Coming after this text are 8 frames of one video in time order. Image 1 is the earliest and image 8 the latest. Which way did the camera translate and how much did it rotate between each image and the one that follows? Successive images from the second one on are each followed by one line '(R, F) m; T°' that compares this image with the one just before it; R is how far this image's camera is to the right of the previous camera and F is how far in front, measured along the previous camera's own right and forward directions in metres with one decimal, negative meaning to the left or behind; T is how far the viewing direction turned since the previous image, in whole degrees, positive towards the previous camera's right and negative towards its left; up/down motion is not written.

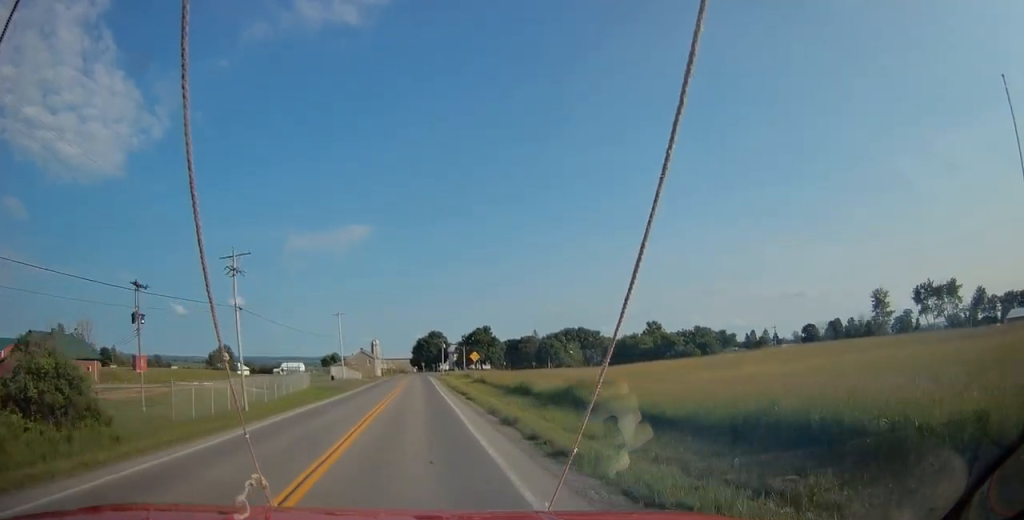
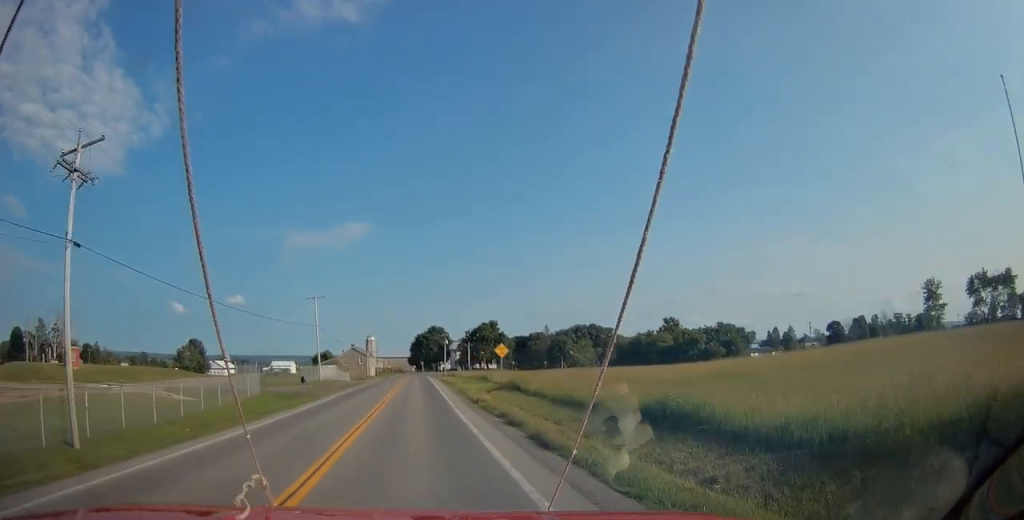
(0.0, +19.8) m; 0°
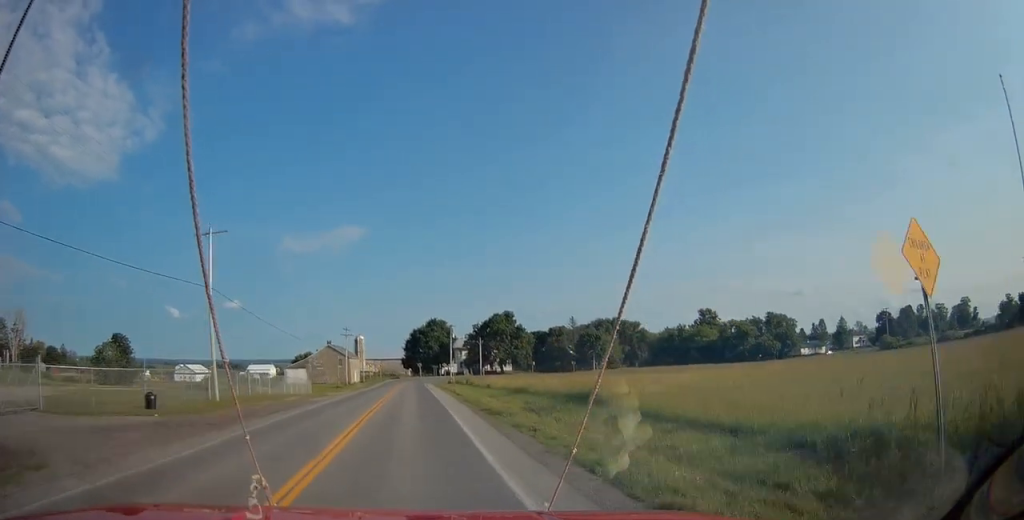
(+0.1, +35.5) m; 0°
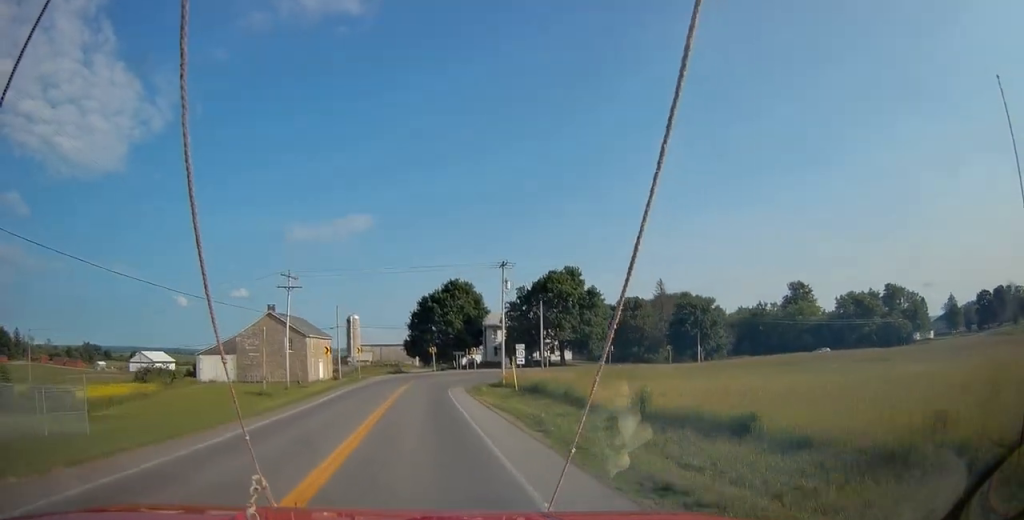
(-0.1, +50.7) m; 0°
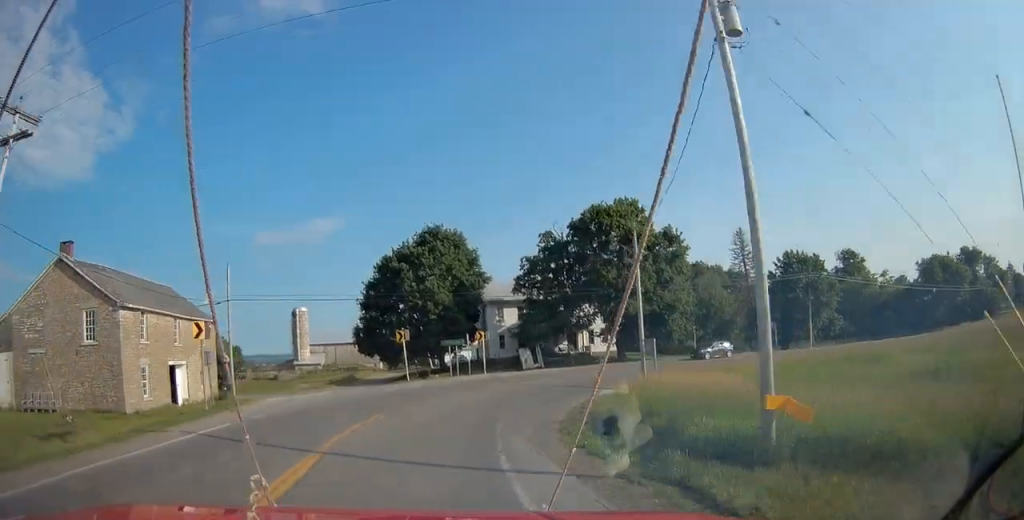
(+0.8, +37.8) m; +7°
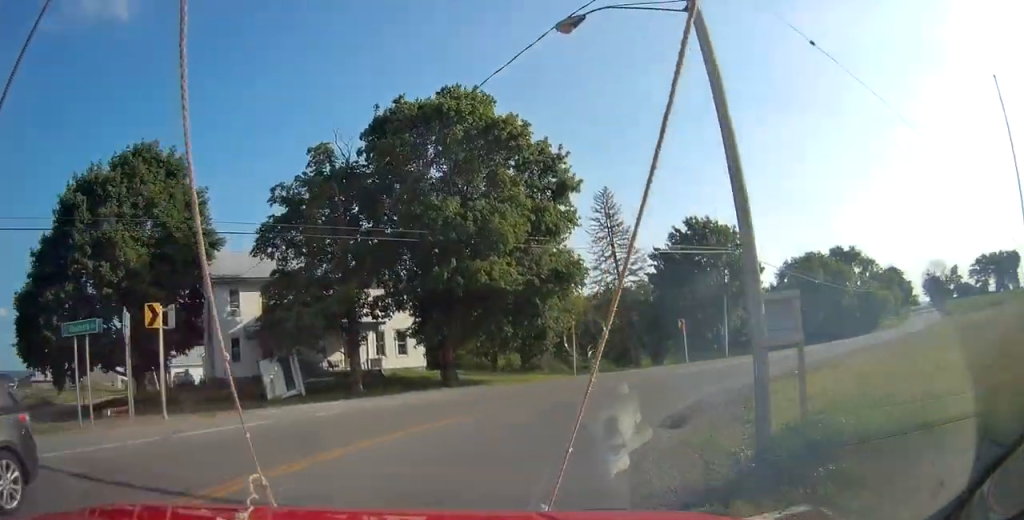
(+3.7, +27.1) m; +28°
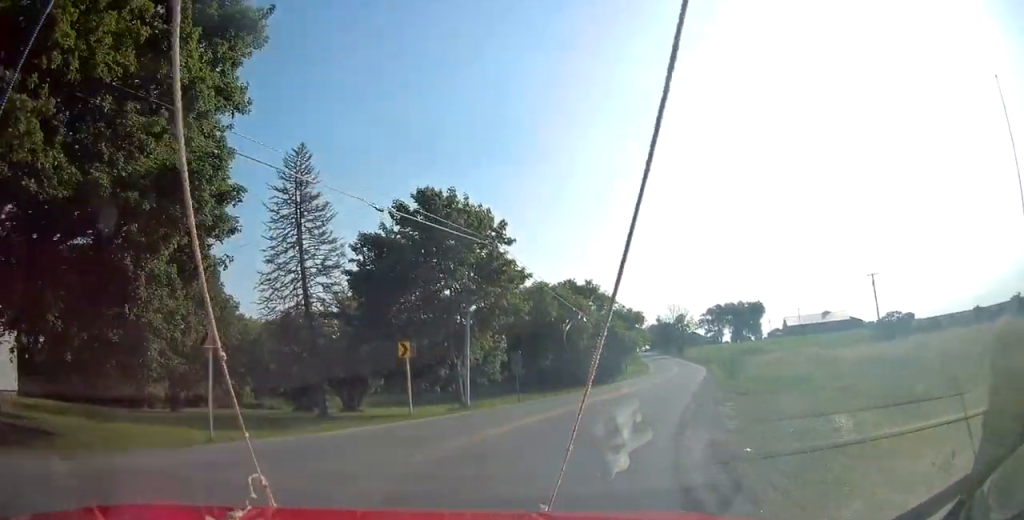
(+4.4, +16.7) m; +27°
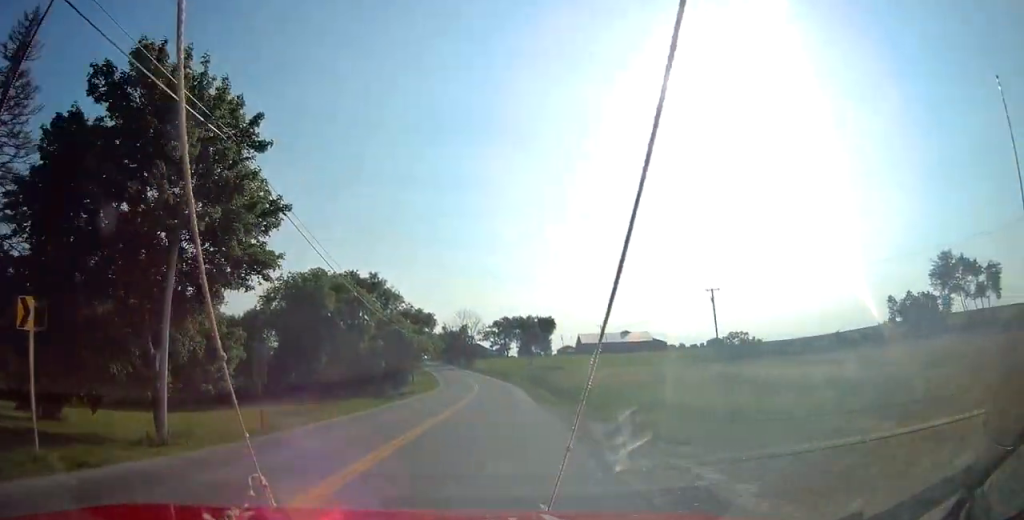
(+2.2, +13.5) m; +17°
